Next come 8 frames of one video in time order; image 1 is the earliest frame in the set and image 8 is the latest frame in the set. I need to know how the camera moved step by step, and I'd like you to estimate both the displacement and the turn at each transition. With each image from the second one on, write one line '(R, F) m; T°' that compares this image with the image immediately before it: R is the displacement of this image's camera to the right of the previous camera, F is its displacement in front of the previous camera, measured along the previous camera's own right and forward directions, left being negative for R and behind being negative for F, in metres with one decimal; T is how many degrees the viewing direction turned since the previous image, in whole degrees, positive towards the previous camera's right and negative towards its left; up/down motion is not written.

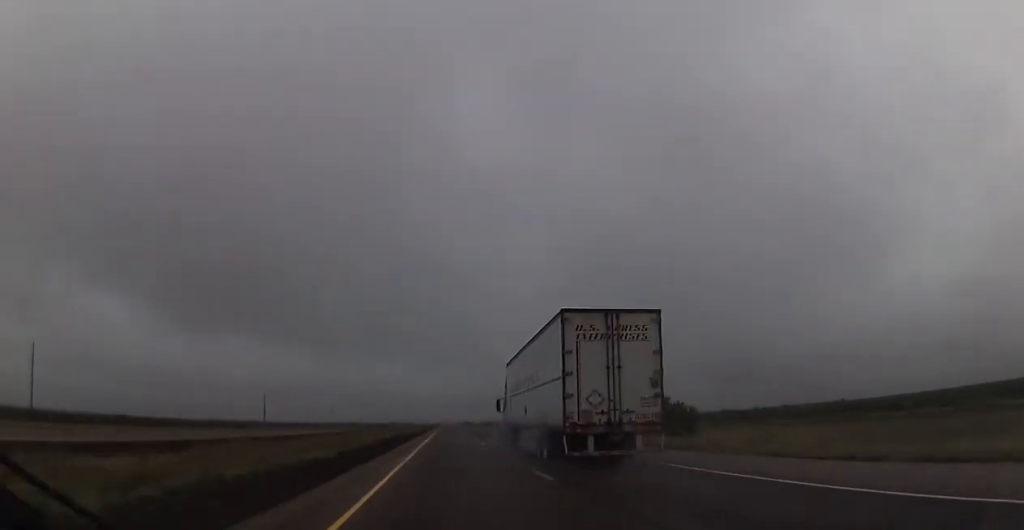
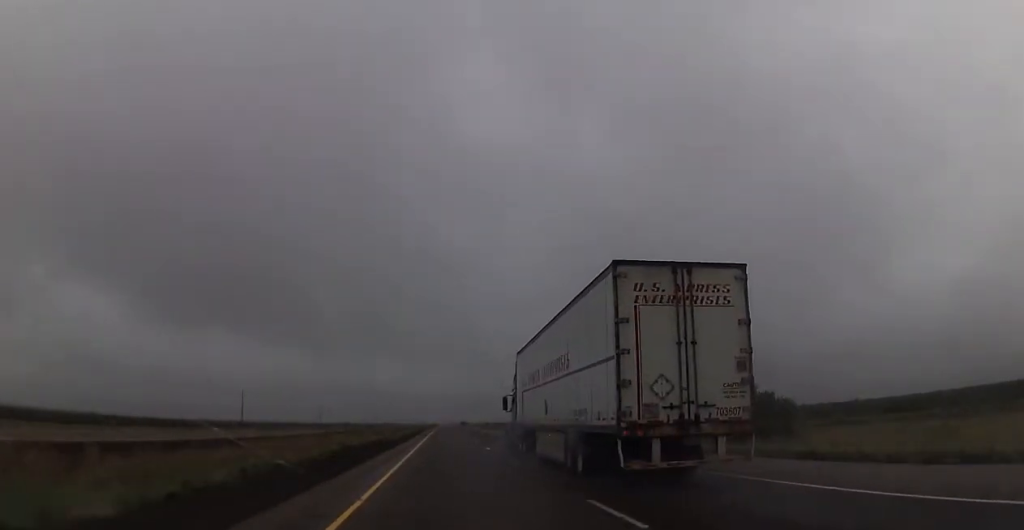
(-0.2, +19.3) m; 0°
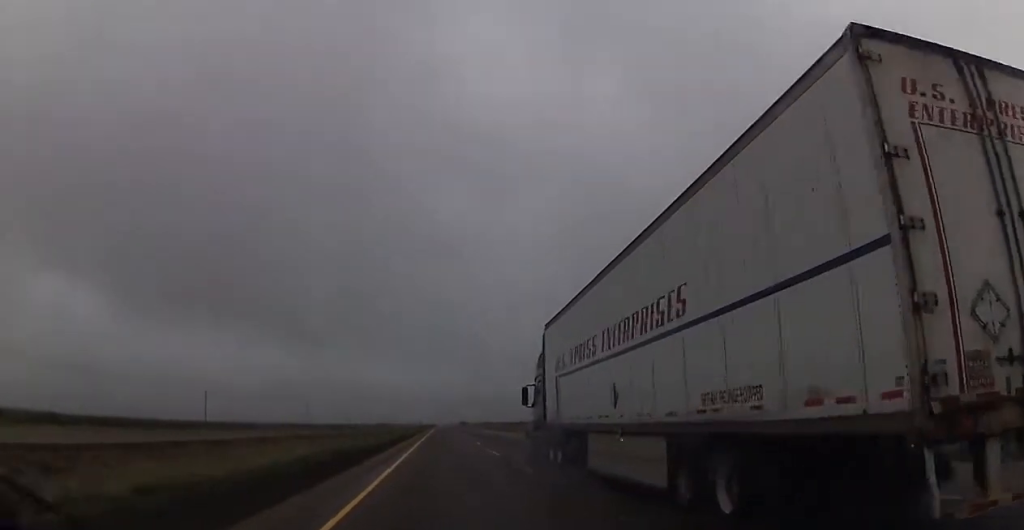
(+0.4, +28.9) m; +1°
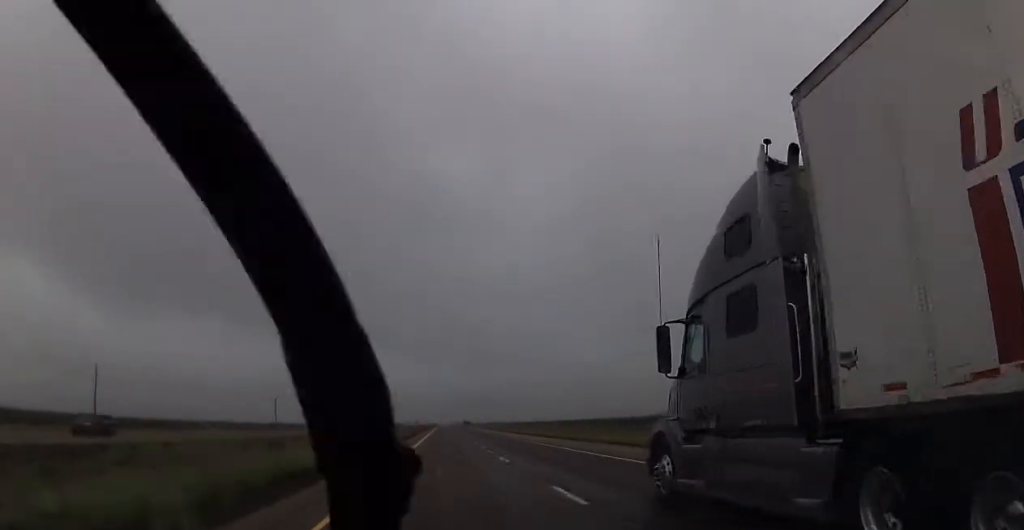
(+0.4, +54.4) m; 0°
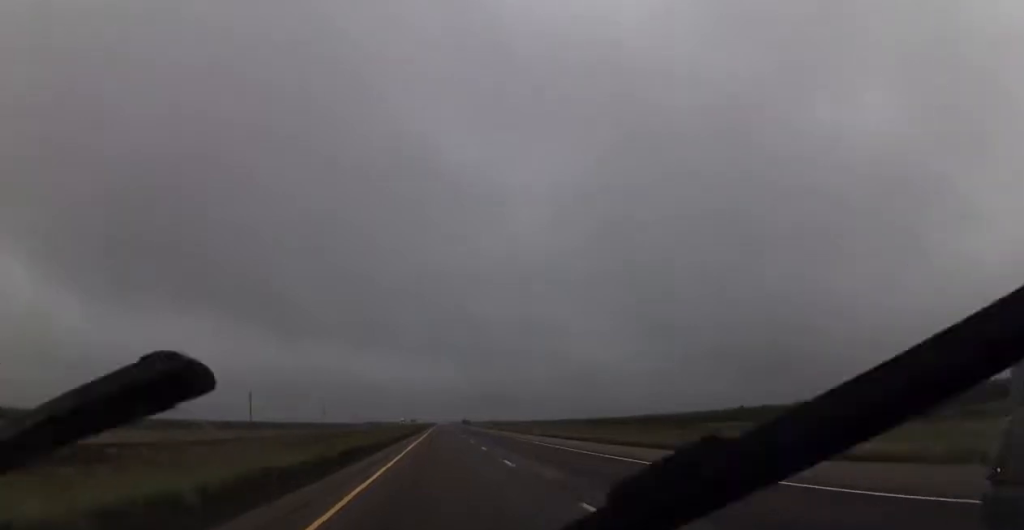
(+0.1, +27.7) m; 0°
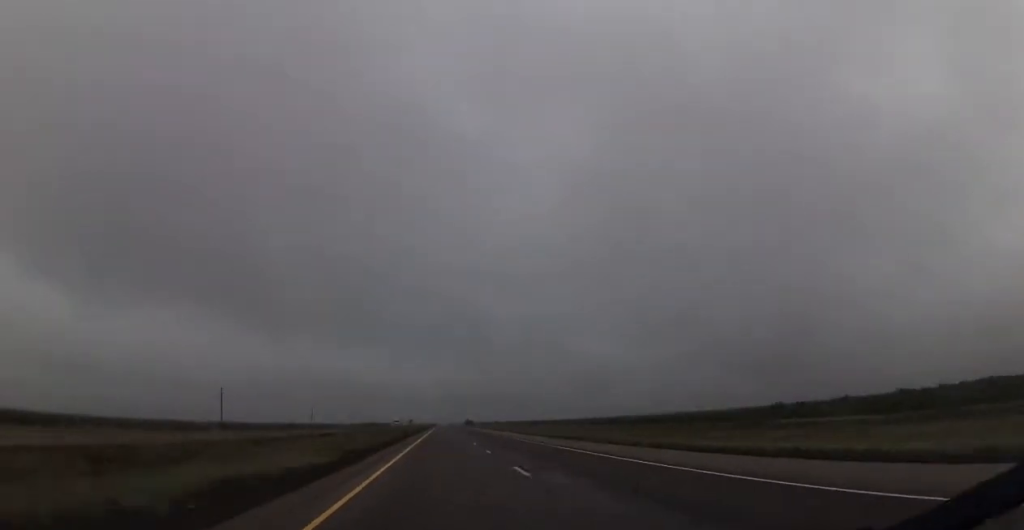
(-0.2, +27.8) m; 0°
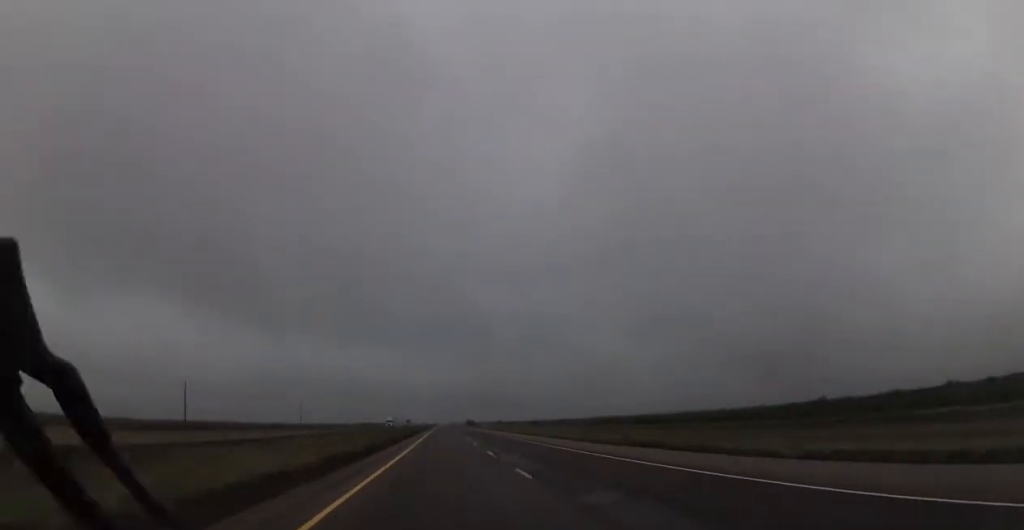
(0.0, +25.4) m; 0°
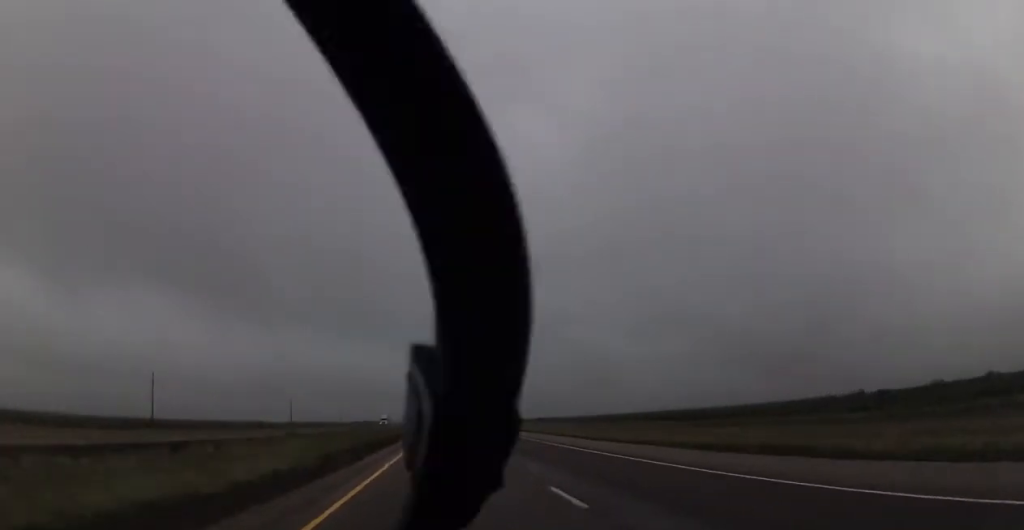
(+0.1, +18.2) m; 0°
